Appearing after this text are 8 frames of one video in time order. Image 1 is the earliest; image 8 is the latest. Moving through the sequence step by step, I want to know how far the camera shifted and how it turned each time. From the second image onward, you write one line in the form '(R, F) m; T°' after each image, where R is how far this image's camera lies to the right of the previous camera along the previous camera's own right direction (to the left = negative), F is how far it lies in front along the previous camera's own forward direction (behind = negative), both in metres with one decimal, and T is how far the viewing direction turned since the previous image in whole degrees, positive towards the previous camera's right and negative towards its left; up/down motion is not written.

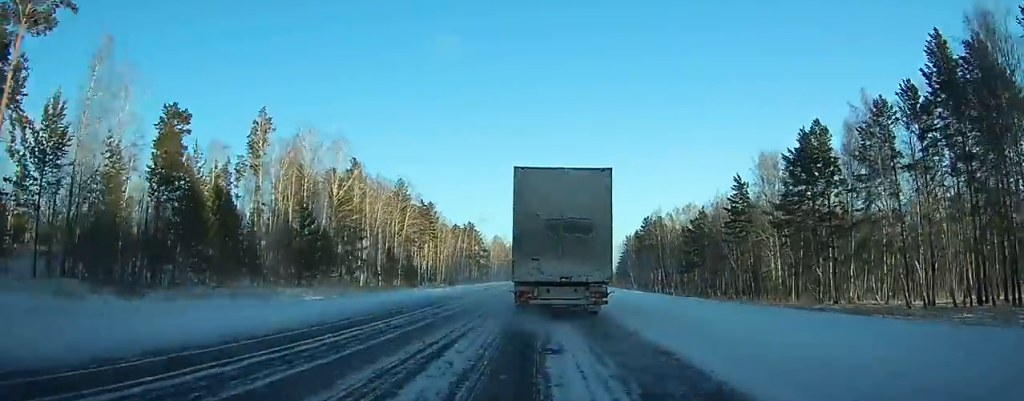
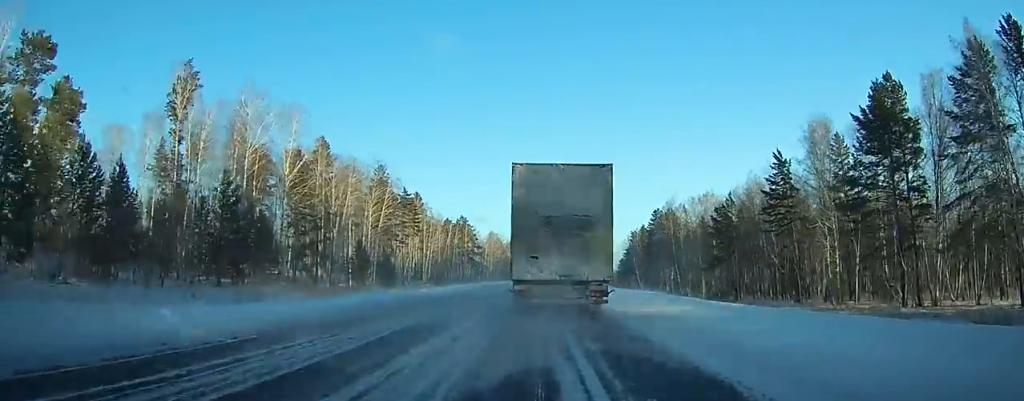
(0.0, +19.2) m; 0°
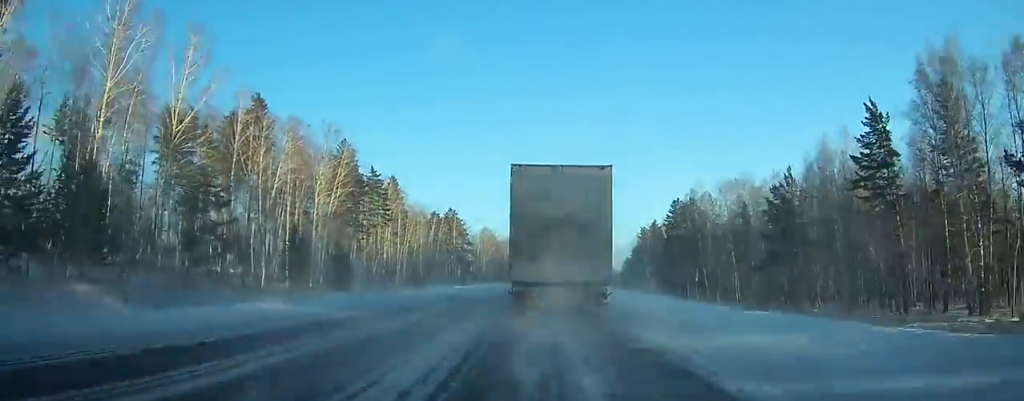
(0.0, +27.4) m; 0°
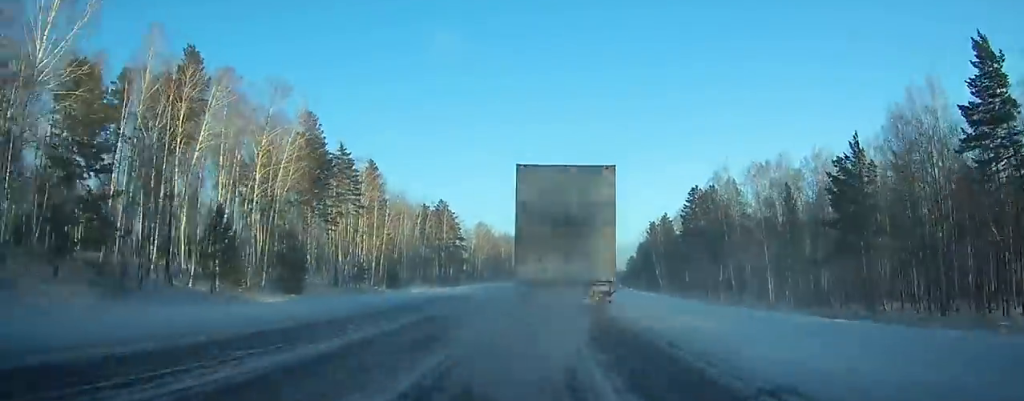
(0.0, +18.8) m; 0°
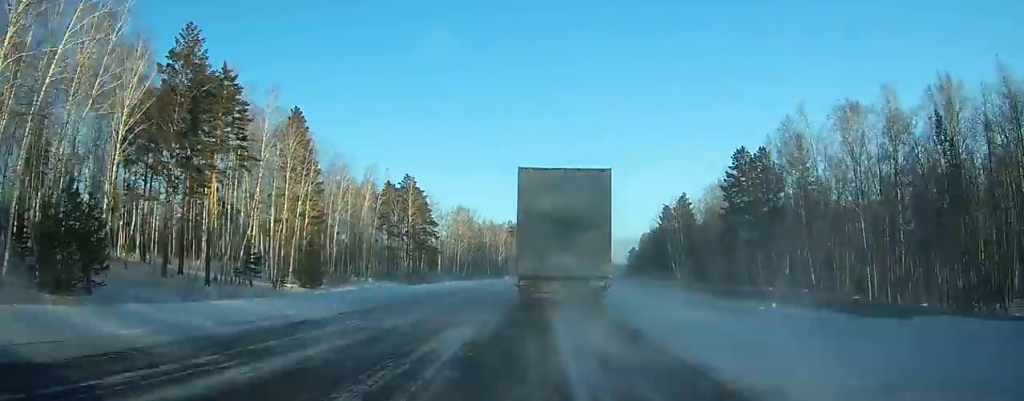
(+0.2, +37.3) m; +1°
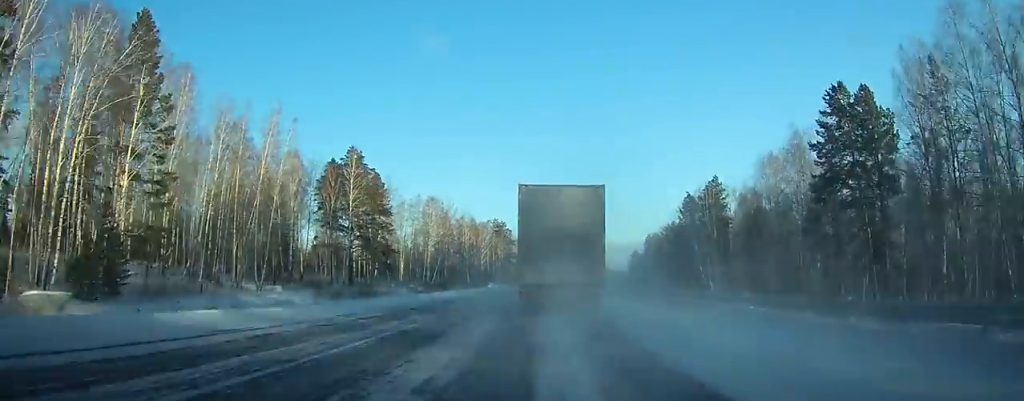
(+0.4, +38.1) m; +1°
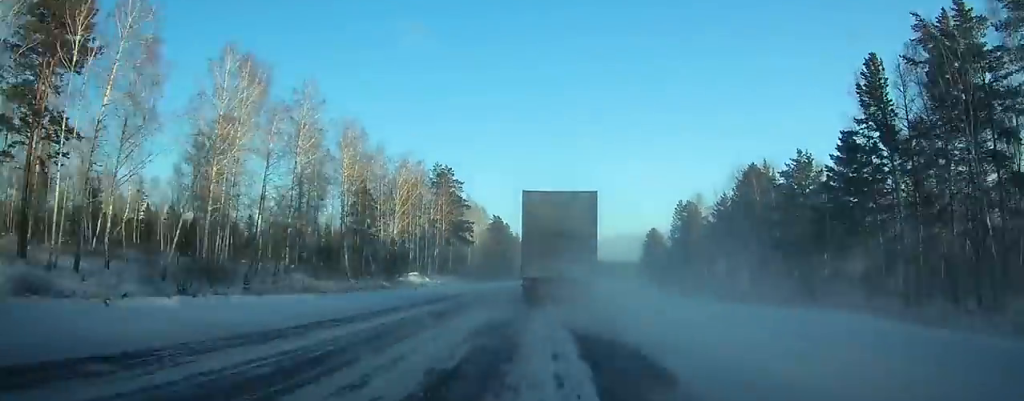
(+0.9, +94.7) m; +1°
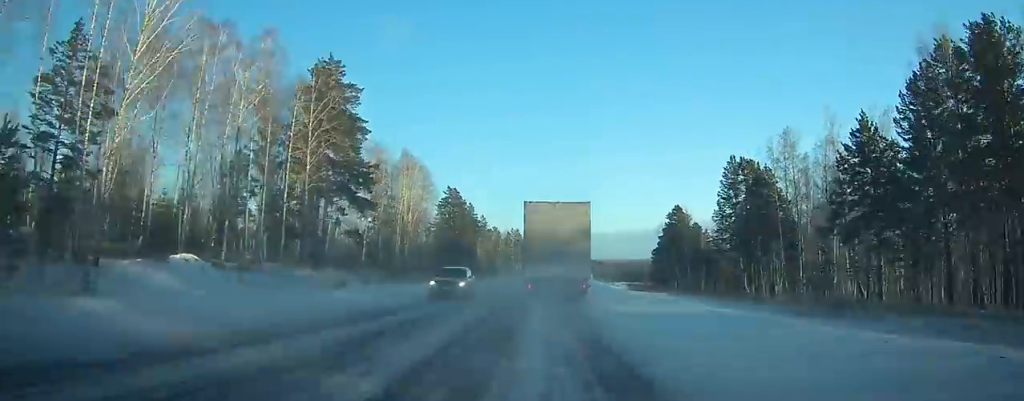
(+1.2, +64.1) m; +2°
